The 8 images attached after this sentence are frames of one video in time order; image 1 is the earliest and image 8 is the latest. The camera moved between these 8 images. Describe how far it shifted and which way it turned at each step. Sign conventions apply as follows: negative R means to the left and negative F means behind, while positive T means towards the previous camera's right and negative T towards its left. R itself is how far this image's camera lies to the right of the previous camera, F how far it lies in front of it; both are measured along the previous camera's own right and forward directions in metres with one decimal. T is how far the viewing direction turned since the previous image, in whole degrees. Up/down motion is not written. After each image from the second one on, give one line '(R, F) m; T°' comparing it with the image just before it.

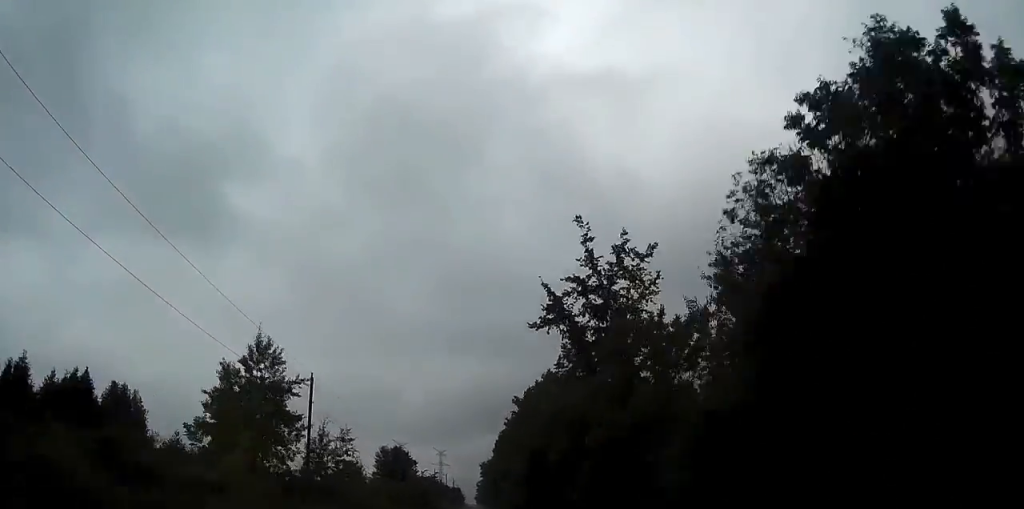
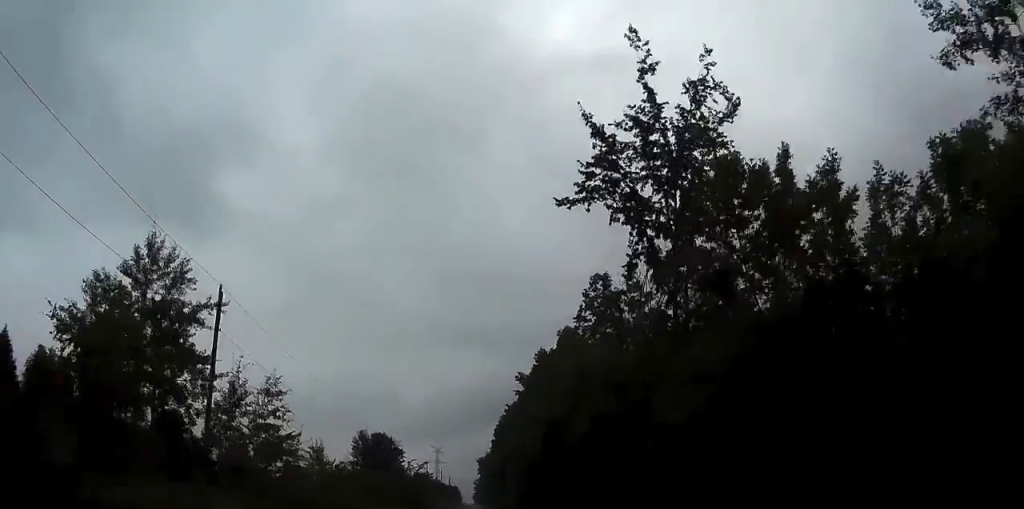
(0.0, +17.4) m; 0°
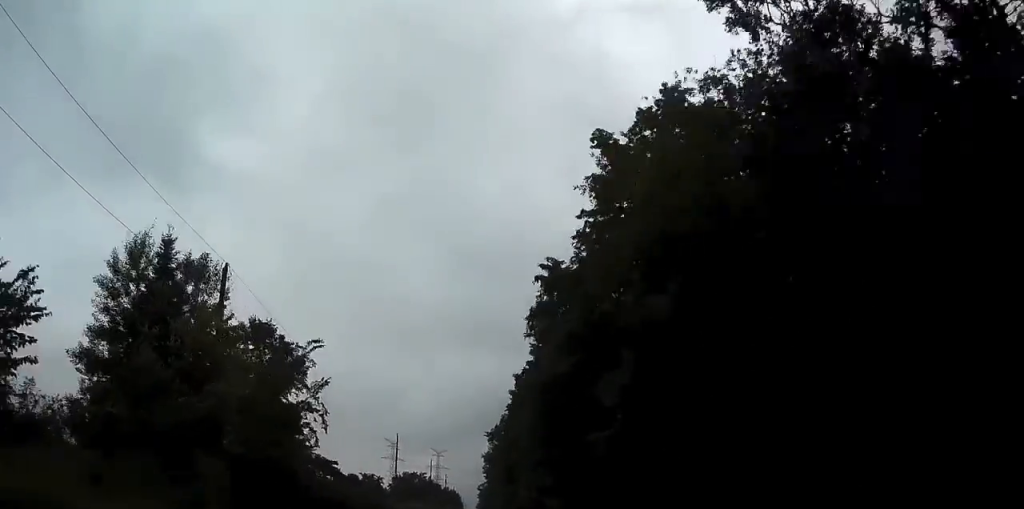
(+0.2, +63.3) m; 0°
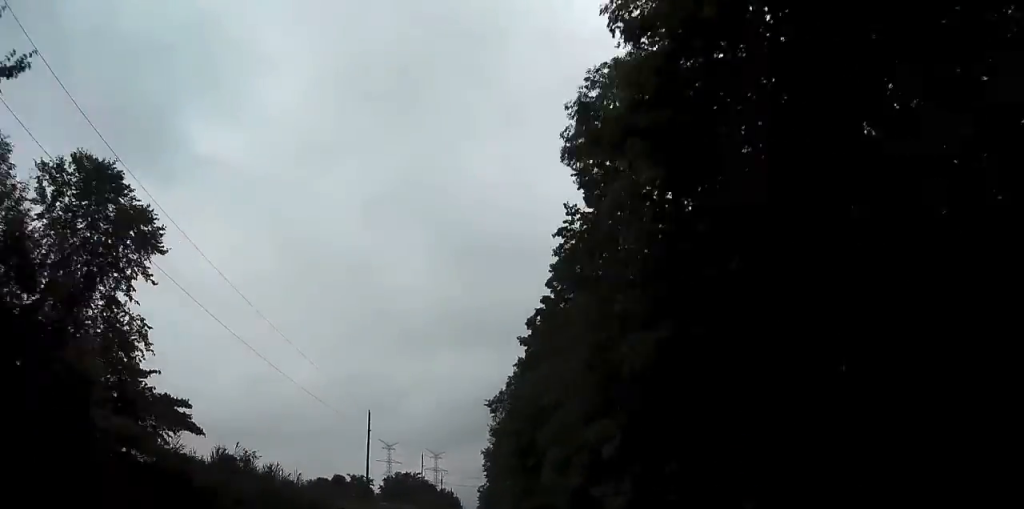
(-0.1, +22.6) m; 0°
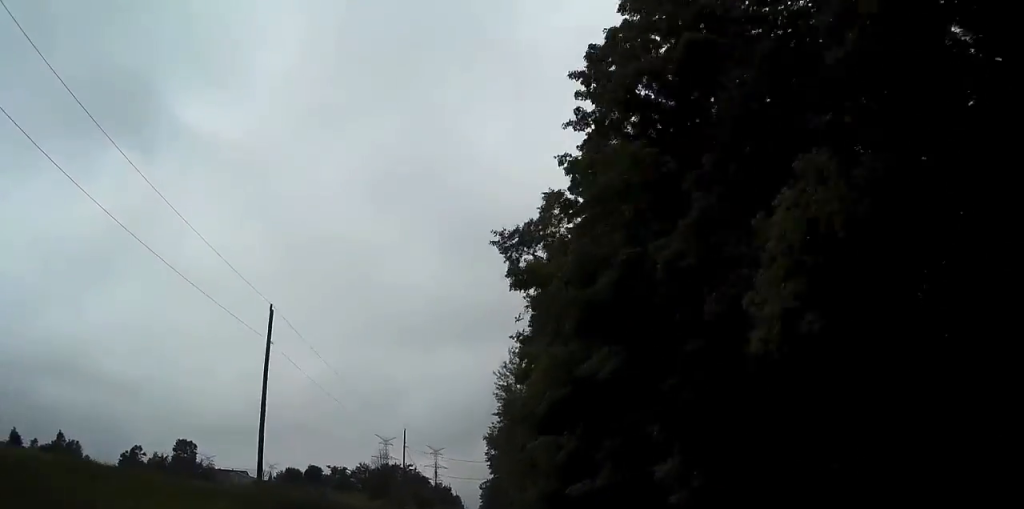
(+0.4, +33.2) m; 0°
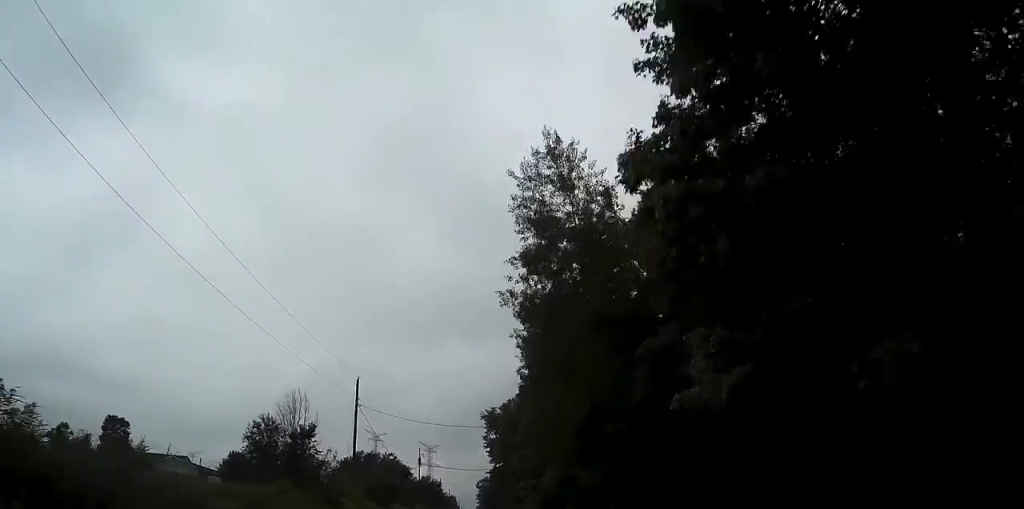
(-0.6, +35.1) m; -1°
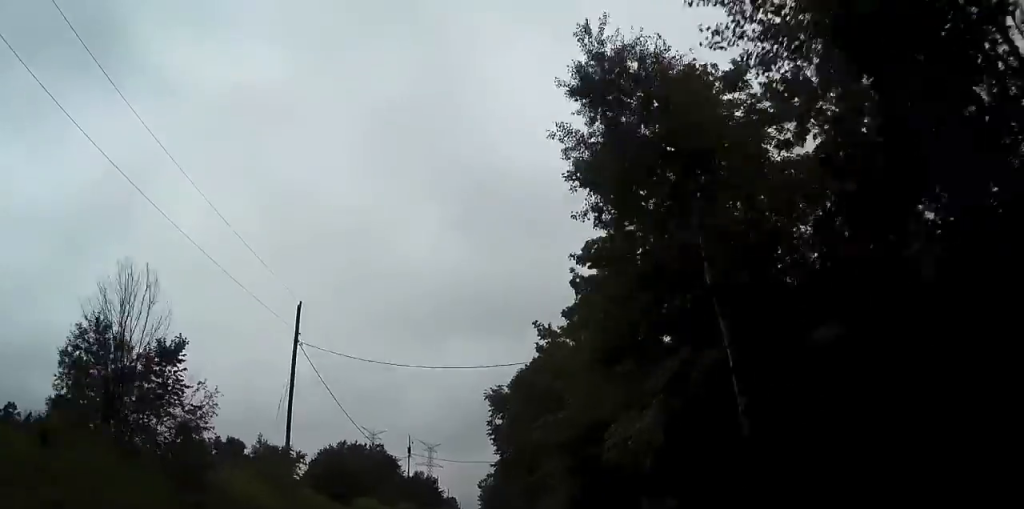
(+0.2, +21.9) m; +1°
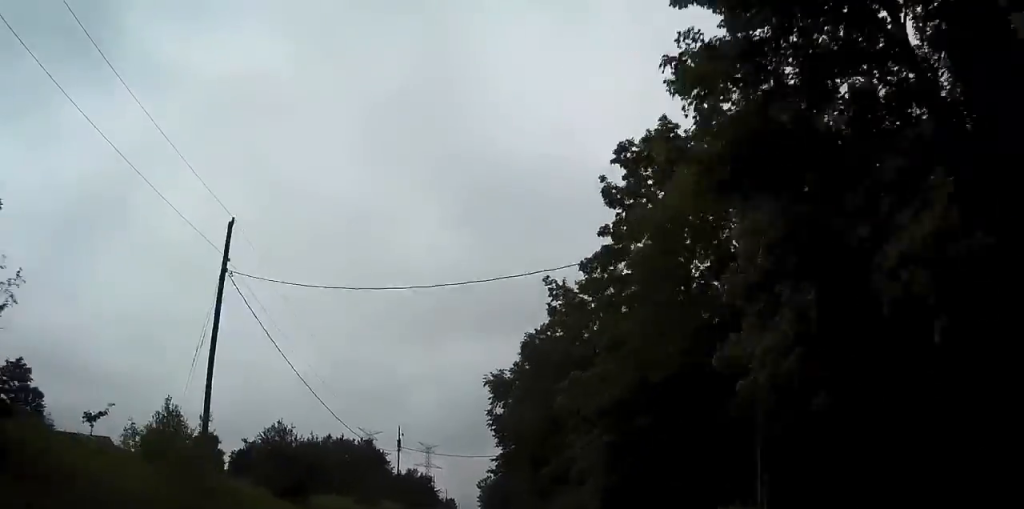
(+0.1, +12.2) m; 0°
